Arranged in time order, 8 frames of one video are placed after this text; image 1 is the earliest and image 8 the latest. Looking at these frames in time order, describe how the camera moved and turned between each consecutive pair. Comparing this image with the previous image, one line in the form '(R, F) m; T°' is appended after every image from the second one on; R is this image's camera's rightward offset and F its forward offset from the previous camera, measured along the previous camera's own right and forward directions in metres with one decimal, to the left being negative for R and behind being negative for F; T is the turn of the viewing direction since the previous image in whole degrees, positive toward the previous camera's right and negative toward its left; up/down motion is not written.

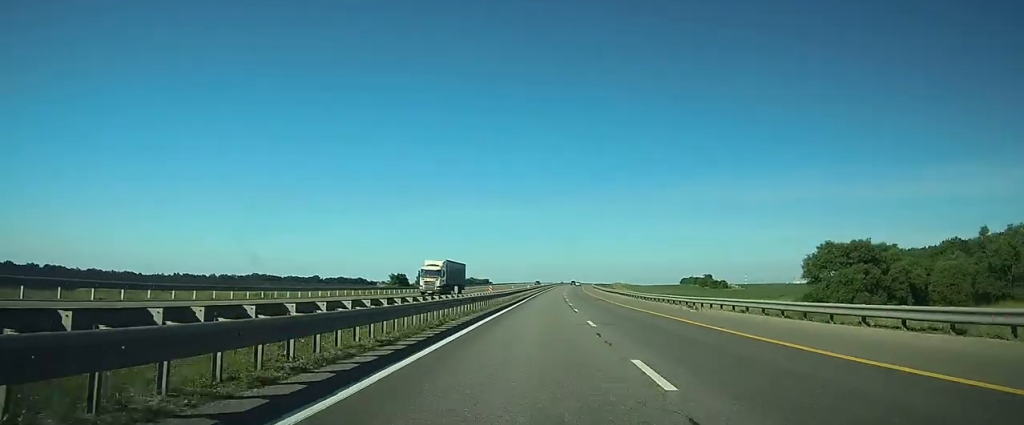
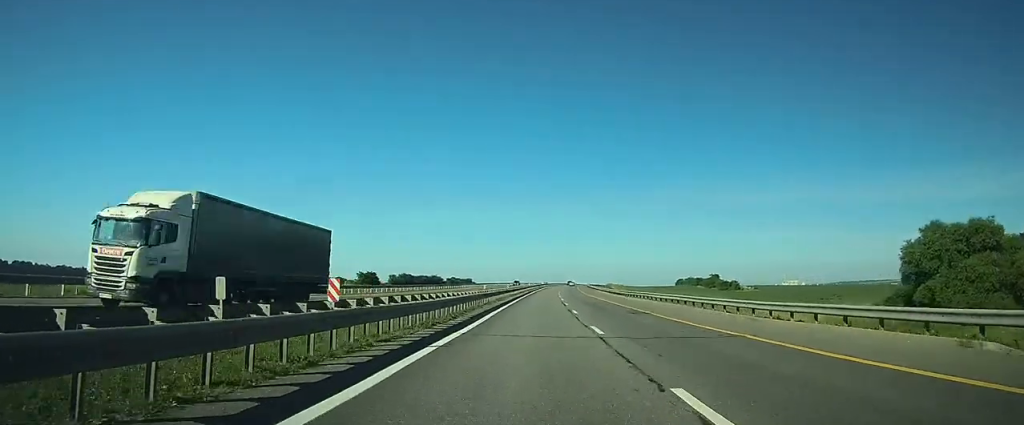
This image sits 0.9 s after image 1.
(0.0, +27.2) m; +1°
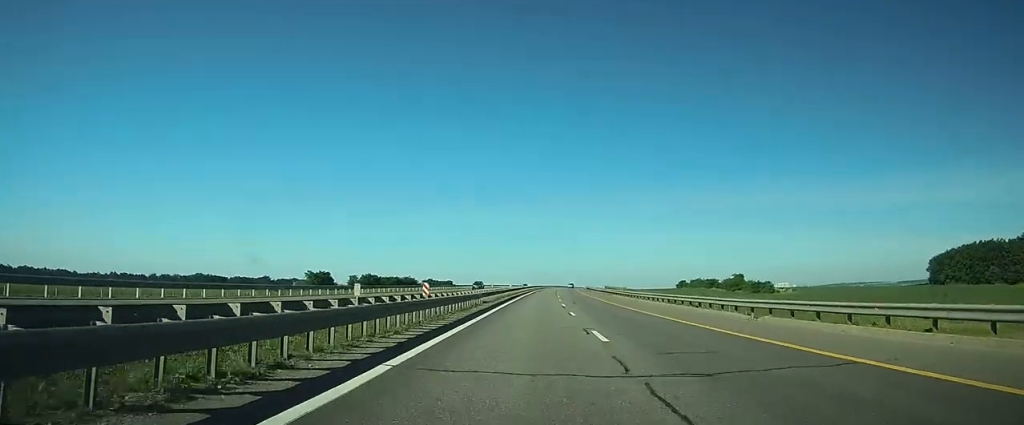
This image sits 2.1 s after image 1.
(+0.4, +38.6) m; +1°
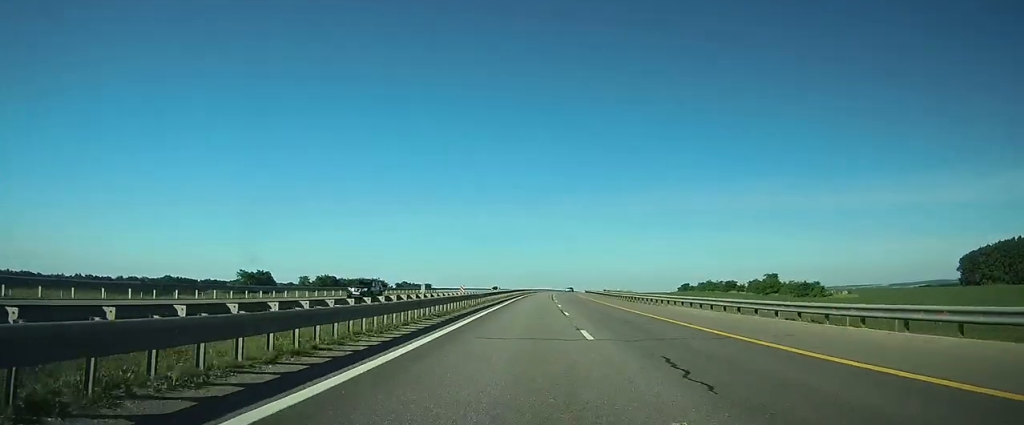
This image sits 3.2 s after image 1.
(+0.4, +35.4) m; +1°
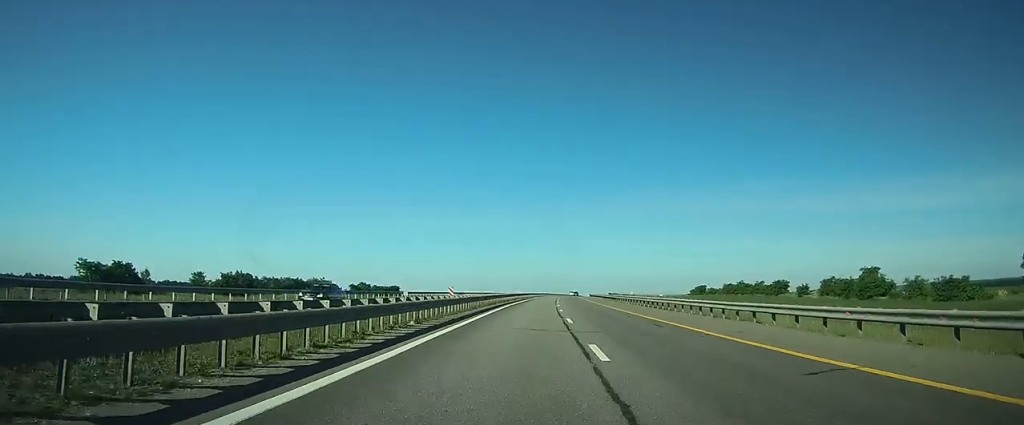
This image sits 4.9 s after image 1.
(+0.8, +51.9) m; +1°
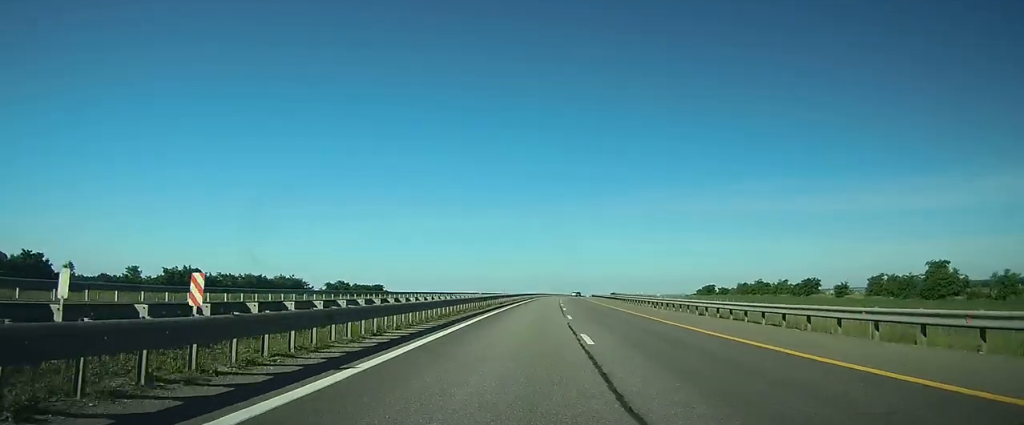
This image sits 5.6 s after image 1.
(0.0, +20.8) m; 0°
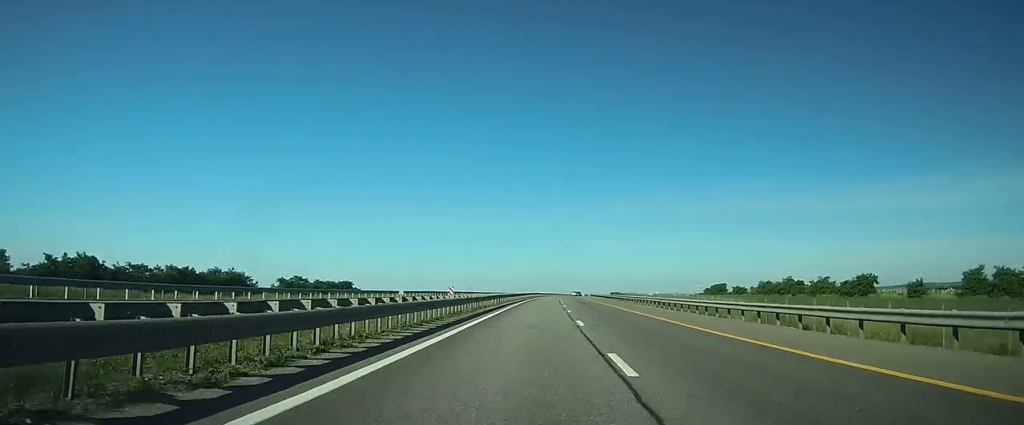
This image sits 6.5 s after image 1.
(+0.2, +29.1) m; +1°
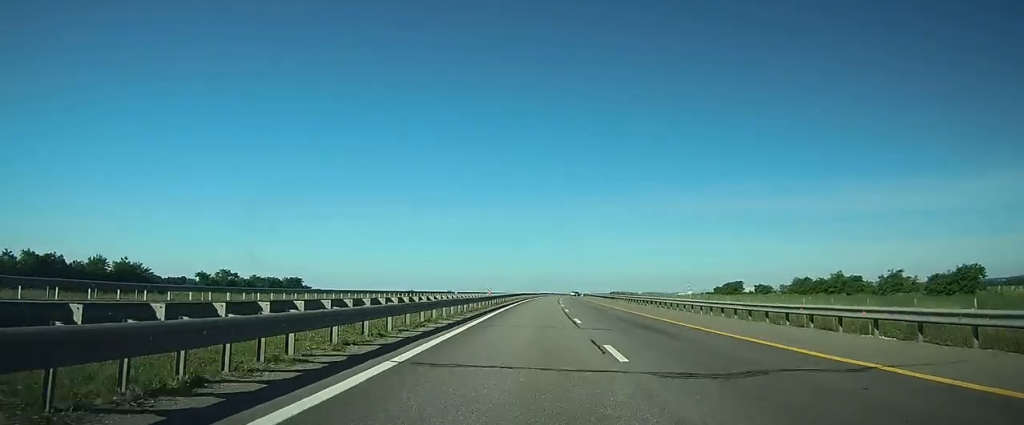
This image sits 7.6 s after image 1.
(+0.1, +34.3) m; +1°
